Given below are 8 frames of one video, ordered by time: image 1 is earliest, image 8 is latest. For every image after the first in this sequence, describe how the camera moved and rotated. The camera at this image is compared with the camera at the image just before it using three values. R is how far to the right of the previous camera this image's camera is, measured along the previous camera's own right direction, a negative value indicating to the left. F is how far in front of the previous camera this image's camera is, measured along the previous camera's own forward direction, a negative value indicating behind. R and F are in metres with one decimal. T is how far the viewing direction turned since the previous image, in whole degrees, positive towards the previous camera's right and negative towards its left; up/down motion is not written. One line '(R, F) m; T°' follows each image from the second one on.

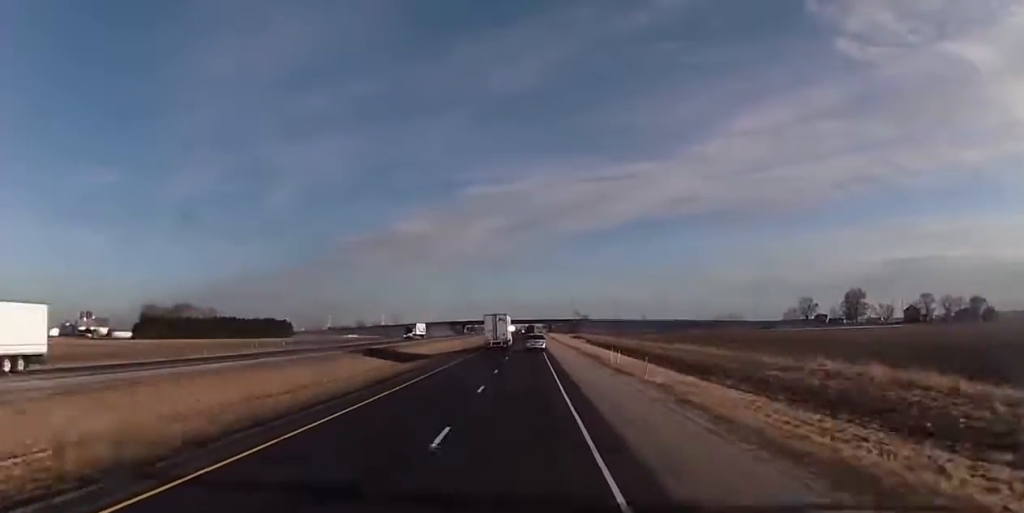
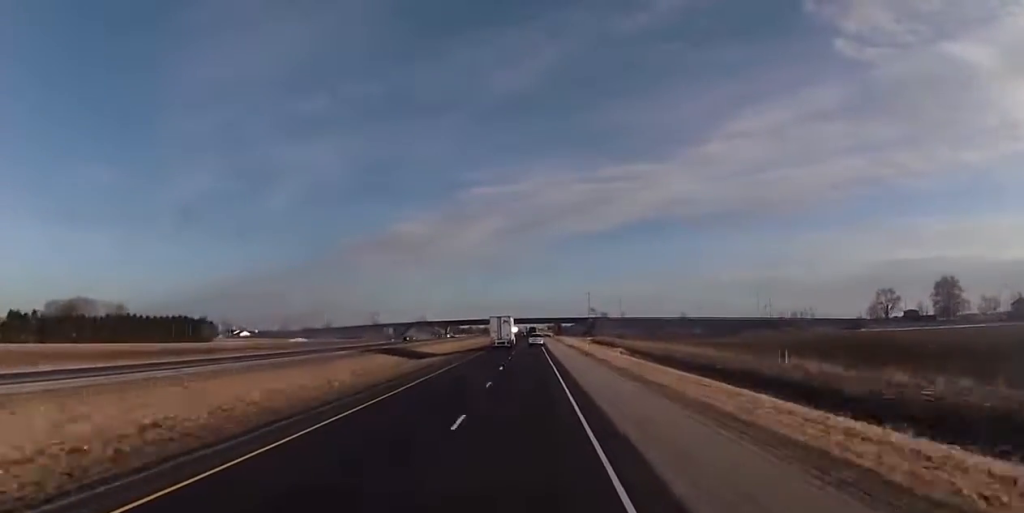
(-0.1, +136.9) m; 0°
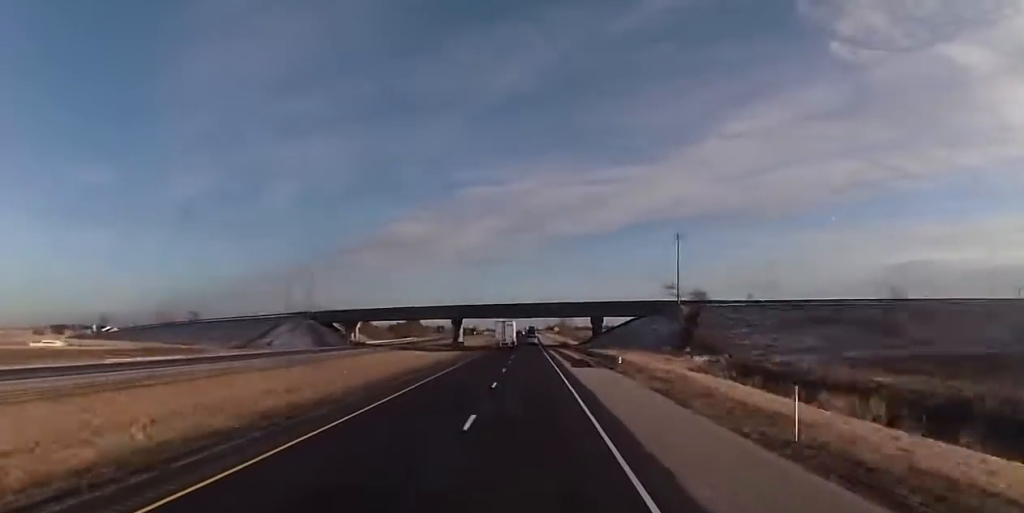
(+0.2, +187.7) m; 0°
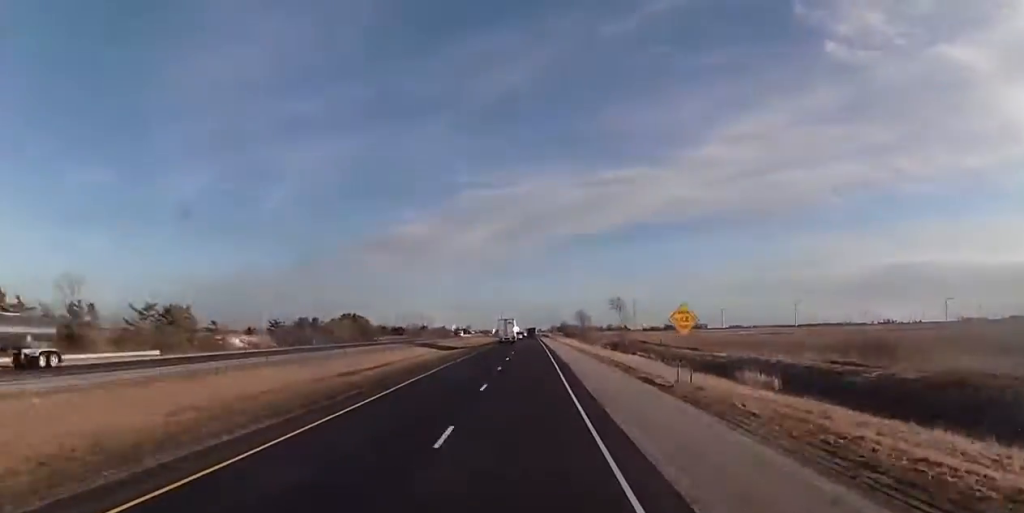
(0.0, +115.0) m; 0°
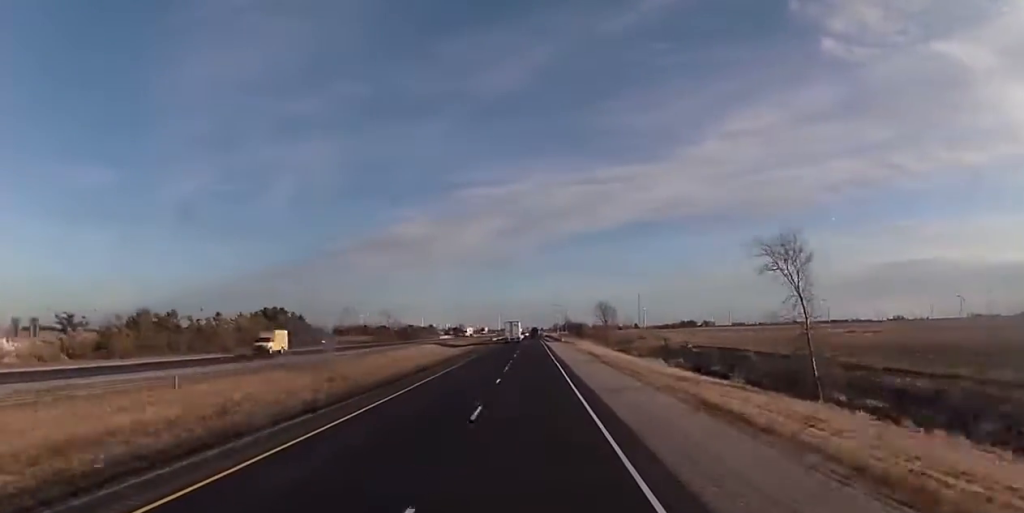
(0.0, +74.5) m; 0°
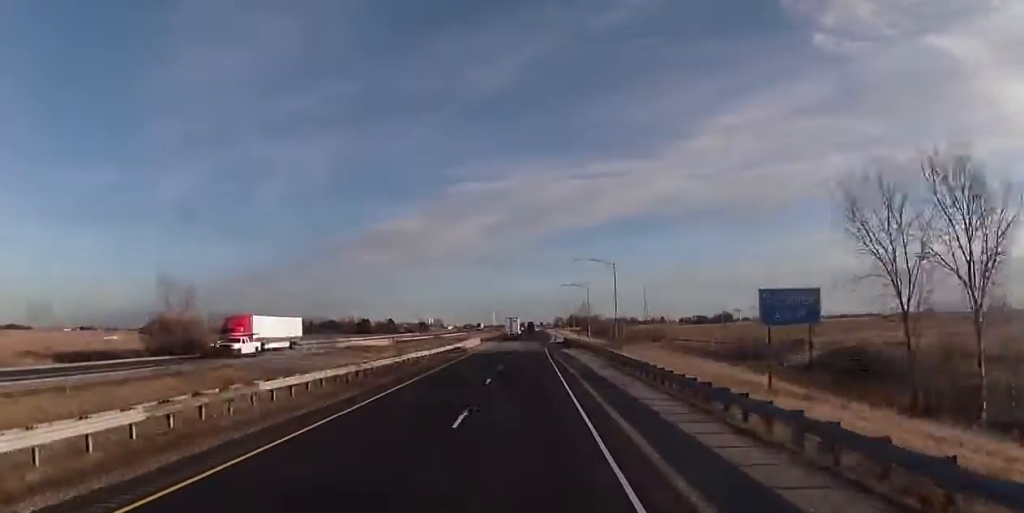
(-0.2, +154.6) m; 0°
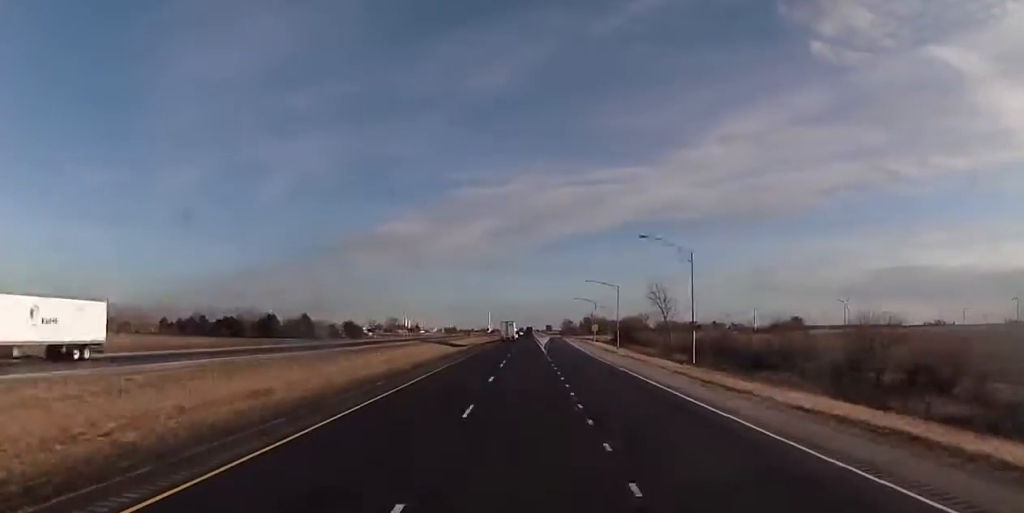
(+0.2, +172.1) m; 0°
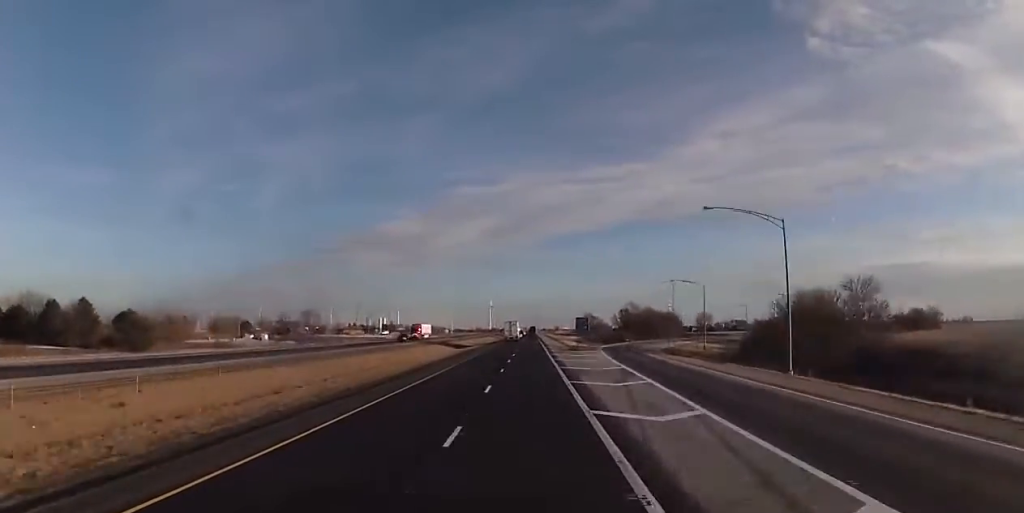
(-0.1, +158.1) m; 0°
